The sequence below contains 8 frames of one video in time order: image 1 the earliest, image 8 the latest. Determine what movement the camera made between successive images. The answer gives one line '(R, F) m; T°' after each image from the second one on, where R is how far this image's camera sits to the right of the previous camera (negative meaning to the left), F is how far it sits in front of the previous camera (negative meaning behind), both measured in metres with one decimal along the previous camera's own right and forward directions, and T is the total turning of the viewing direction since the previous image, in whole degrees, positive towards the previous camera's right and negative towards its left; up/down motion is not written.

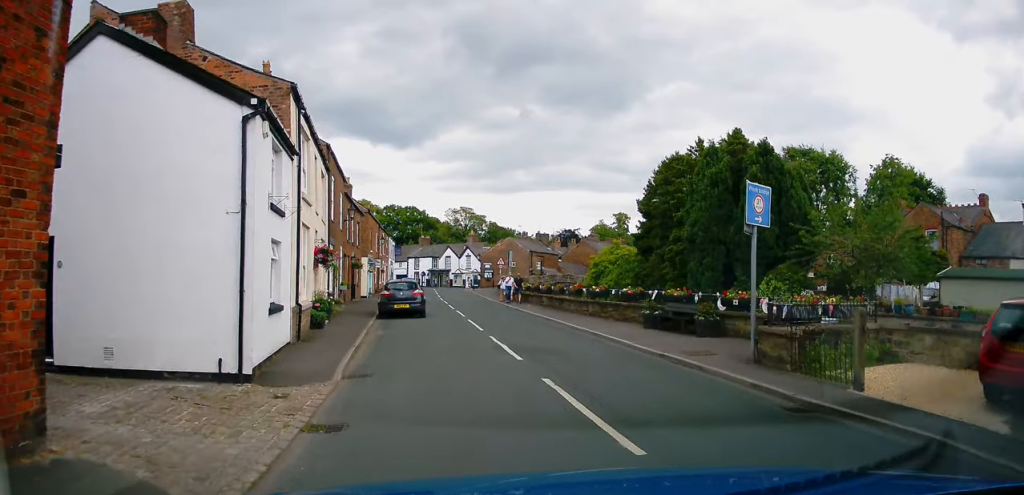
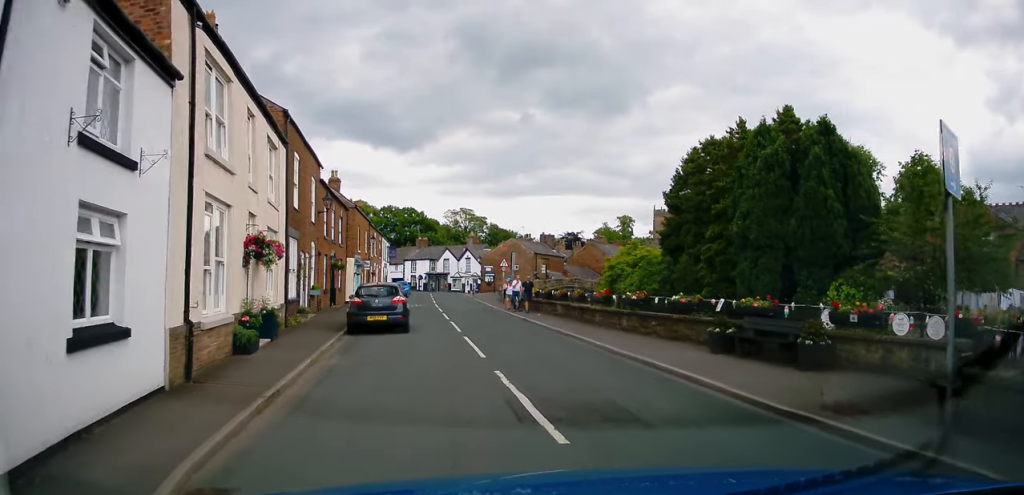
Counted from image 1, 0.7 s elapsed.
(0.0, +5.5) m; +1°
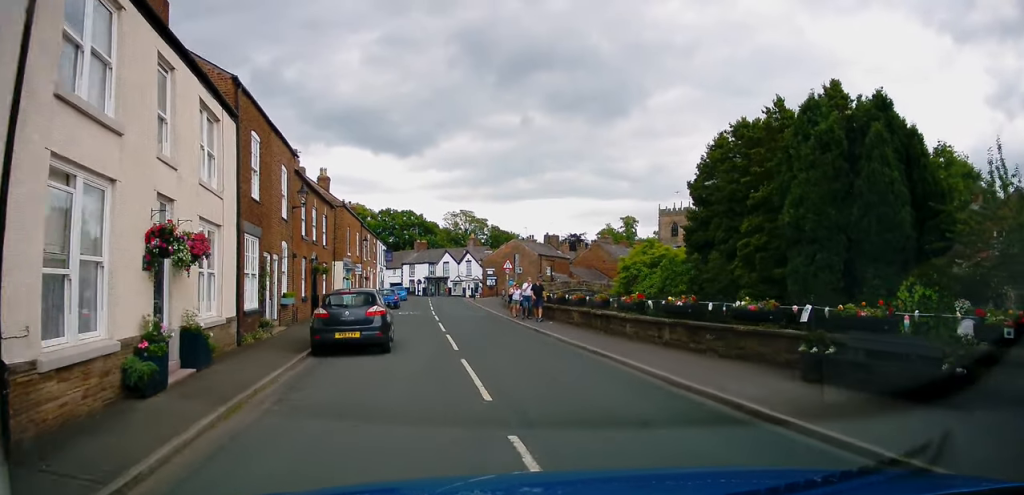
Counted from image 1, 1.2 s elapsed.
(+0.2, +3.8) m; -1°
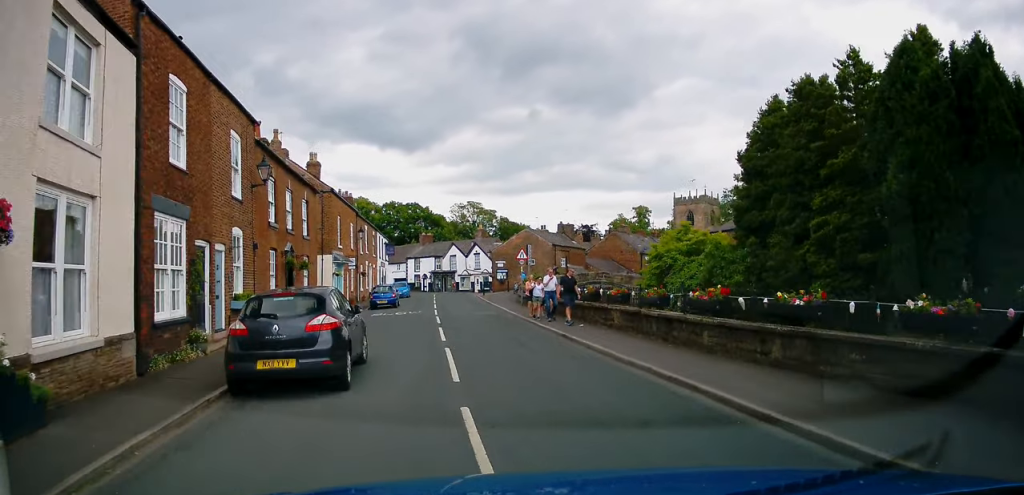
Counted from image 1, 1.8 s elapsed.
(-0.1, +5.2) m; -3°
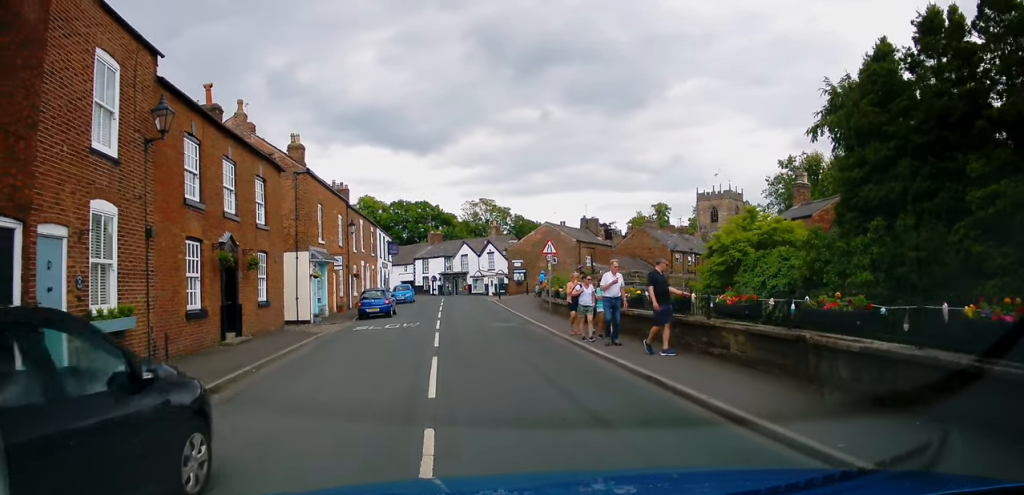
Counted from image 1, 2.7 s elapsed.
(-0.4, +7.0) m; -5°
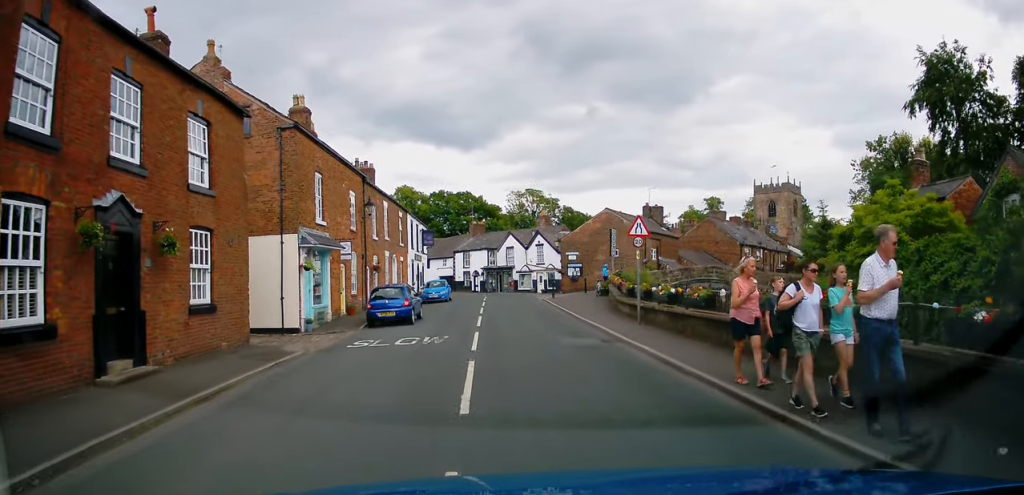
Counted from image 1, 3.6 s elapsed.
(-0.3, +7.5) m; -1°
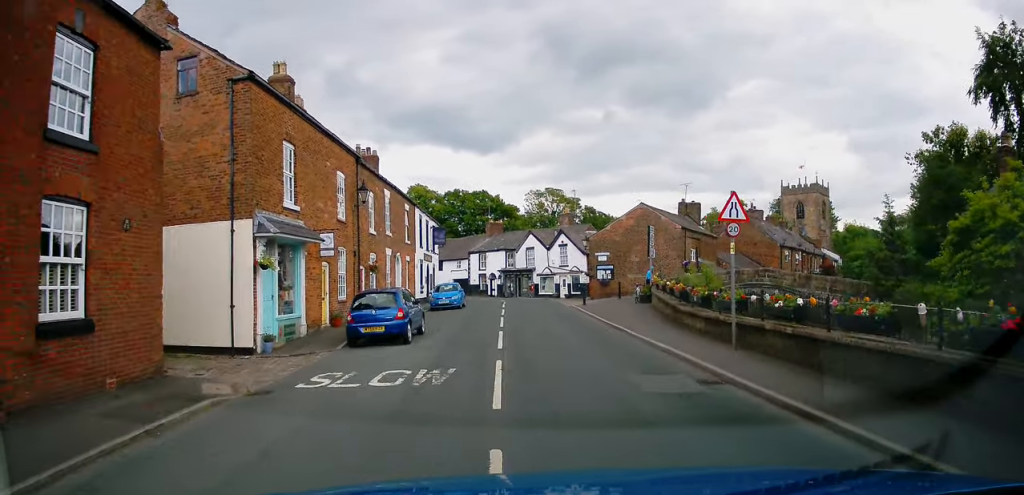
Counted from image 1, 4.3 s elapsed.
(+0.1, +5.3) m; -1°
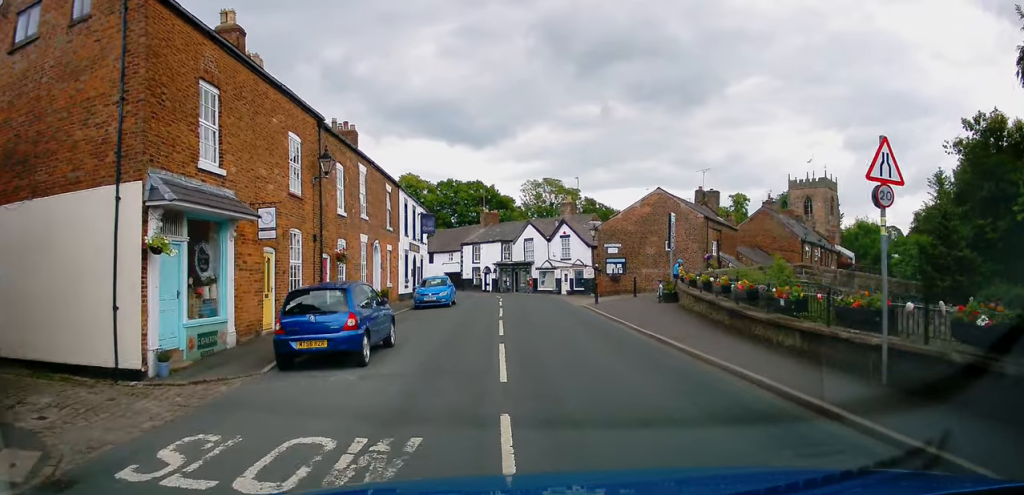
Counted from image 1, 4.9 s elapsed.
(-0.1, +4.9) m; 0°
